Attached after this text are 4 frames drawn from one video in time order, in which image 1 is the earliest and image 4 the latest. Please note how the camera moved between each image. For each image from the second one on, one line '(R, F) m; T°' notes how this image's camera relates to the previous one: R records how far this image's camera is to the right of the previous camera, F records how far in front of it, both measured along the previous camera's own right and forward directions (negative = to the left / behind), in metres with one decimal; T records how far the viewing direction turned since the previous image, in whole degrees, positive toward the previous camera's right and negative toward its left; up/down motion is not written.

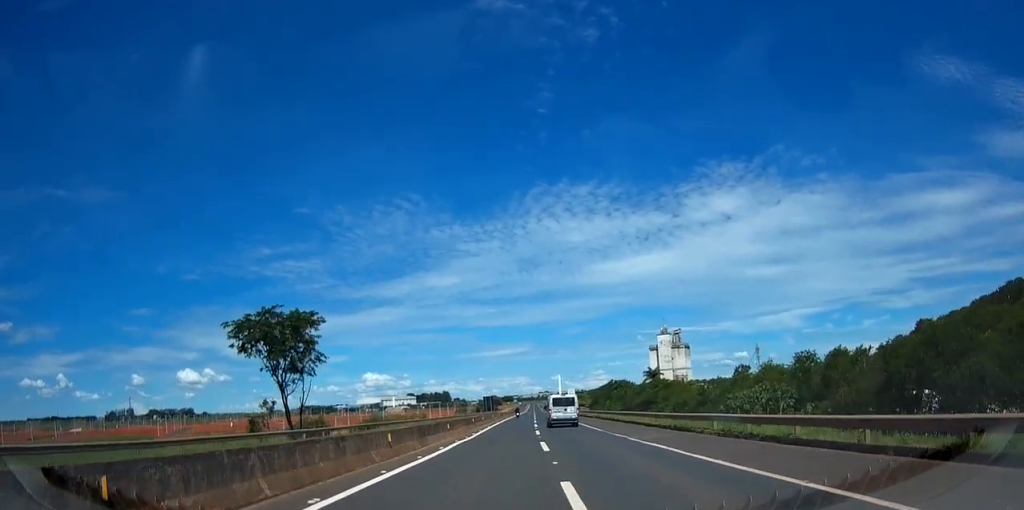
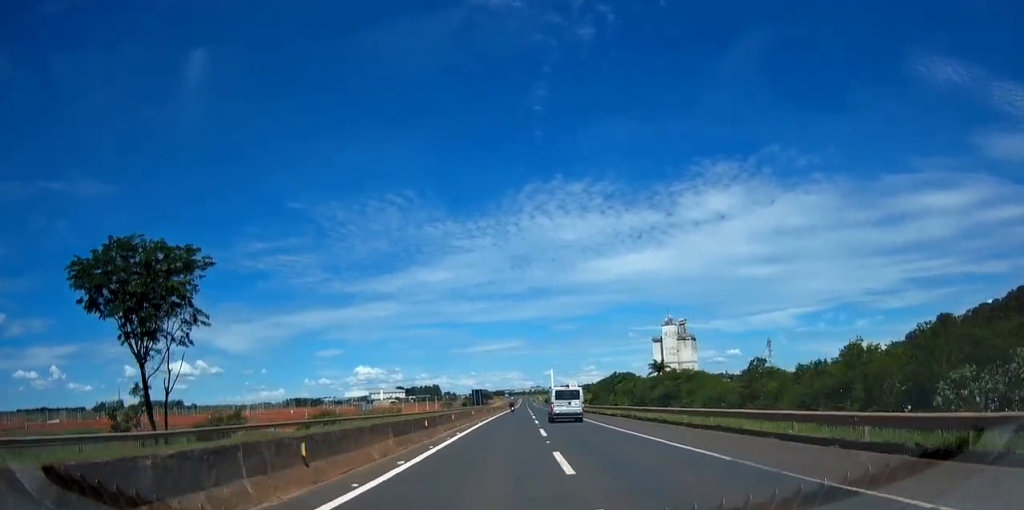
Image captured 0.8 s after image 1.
(0.0, +20.0) m; 0°
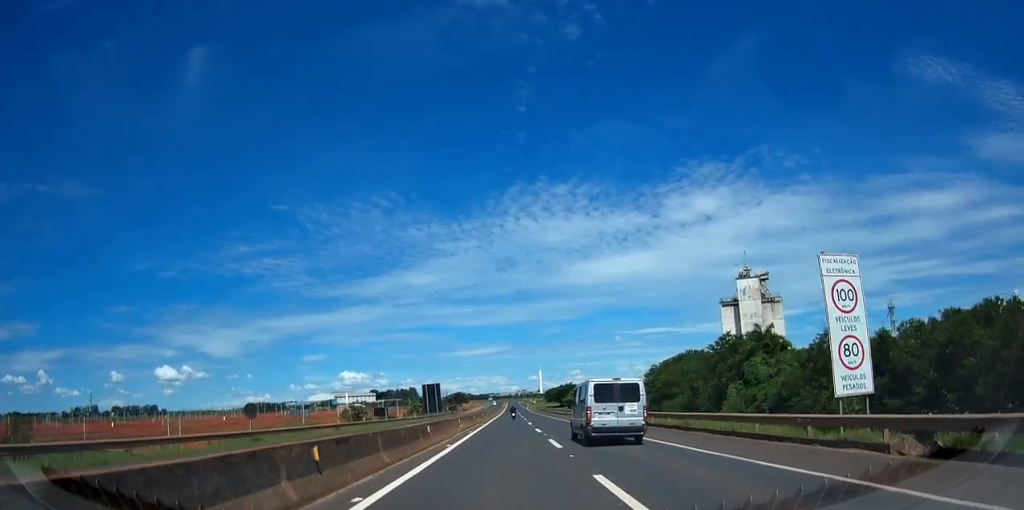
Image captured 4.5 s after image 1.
(0.0, +92.7) m; 0°
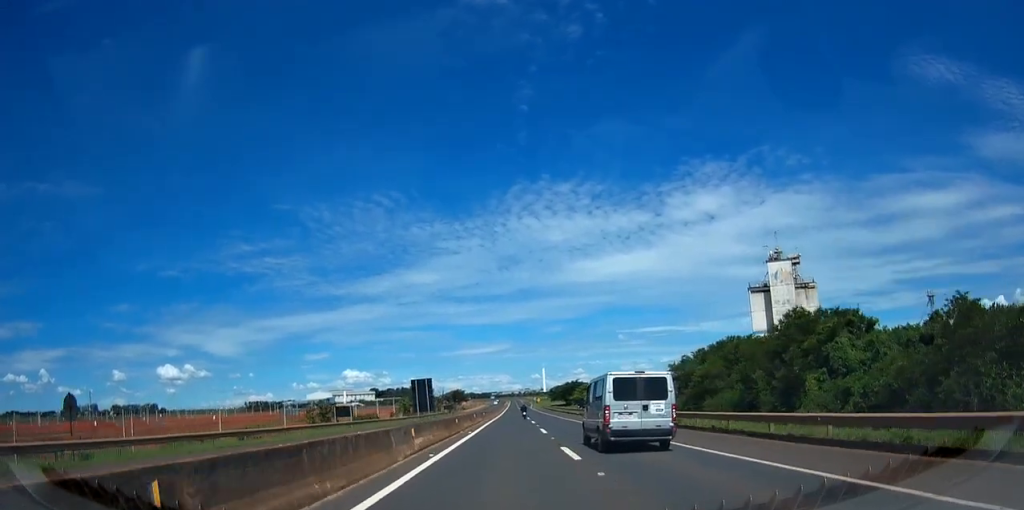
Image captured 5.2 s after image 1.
(0.0, +17.0) m; 0°
